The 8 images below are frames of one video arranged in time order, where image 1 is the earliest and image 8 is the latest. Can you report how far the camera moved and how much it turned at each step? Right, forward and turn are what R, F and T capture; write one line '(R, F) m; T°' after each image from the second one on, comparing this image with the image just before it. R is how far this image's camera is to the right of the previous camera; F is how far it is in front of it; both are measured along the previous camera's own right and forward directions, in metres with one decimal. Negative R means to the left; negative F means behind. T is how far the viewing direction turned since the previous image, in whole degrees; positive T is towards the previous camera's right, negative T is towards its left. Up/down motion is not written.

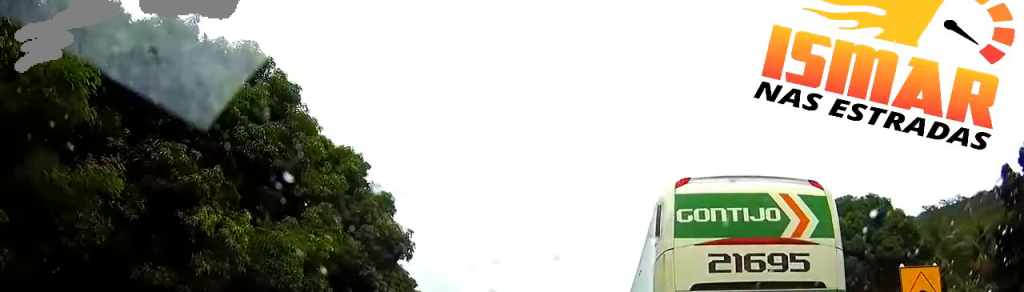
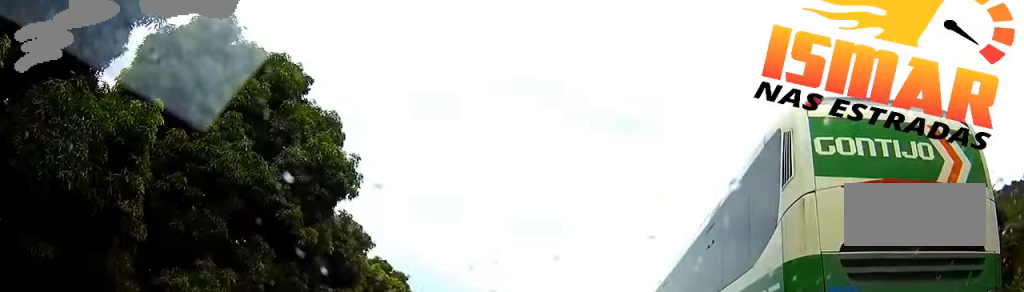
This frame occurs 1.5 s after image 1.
(-0.3, +10.8) m; -2°
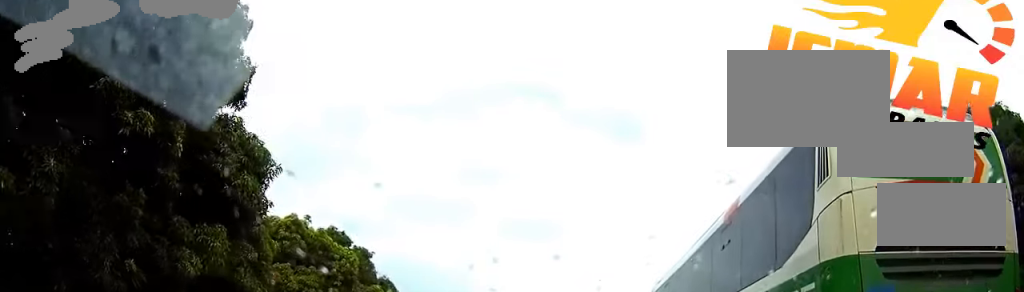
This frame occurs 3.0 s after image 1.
(-0.3, +9.6) m; -2°
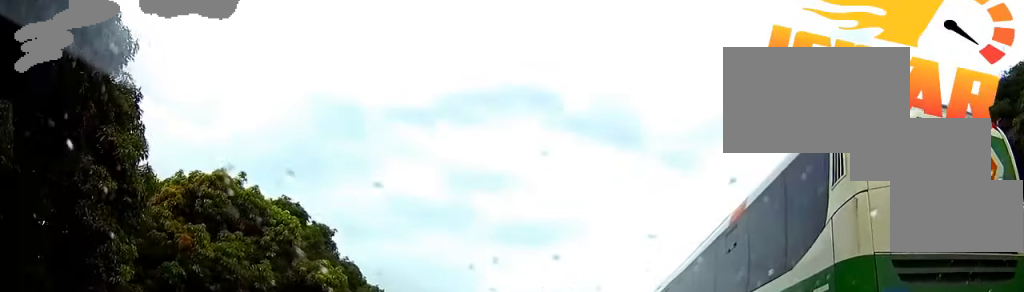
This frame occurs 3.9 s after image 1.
(+0.2, +6.5) m; +1°
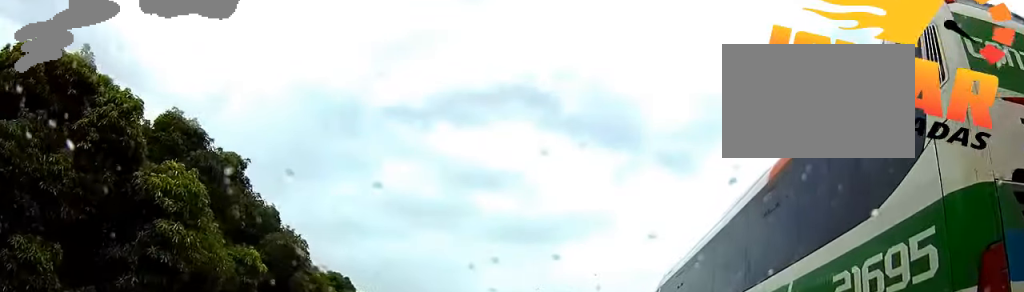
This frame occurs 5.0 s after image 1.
(0.0, +10.1) m; +1°
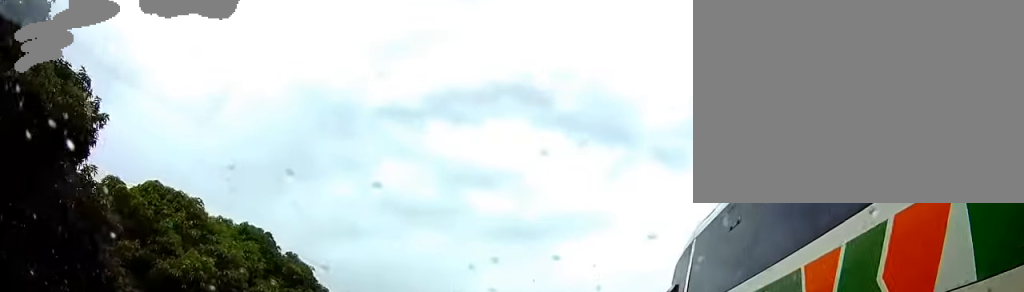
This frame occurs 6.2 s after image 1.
(+0.3, +12.4) m; +1°
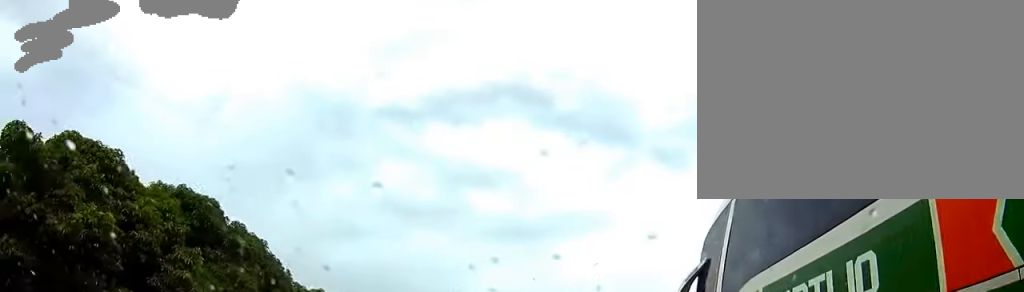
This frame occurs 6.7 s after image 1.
(0.0, +6.0) m; 0°
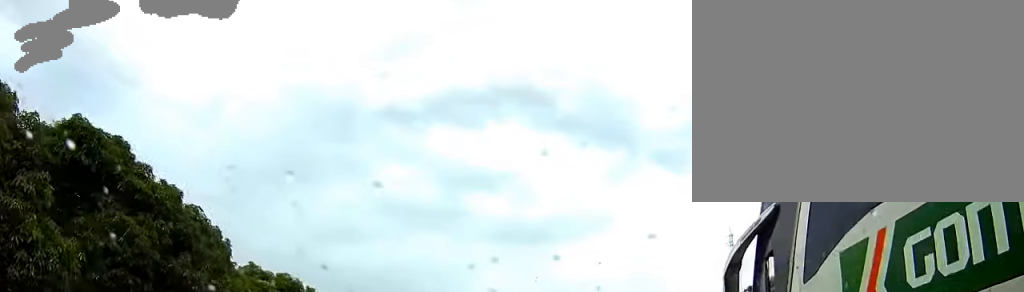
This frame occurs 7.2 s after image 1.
(0.0, +7.0) m; 0°
